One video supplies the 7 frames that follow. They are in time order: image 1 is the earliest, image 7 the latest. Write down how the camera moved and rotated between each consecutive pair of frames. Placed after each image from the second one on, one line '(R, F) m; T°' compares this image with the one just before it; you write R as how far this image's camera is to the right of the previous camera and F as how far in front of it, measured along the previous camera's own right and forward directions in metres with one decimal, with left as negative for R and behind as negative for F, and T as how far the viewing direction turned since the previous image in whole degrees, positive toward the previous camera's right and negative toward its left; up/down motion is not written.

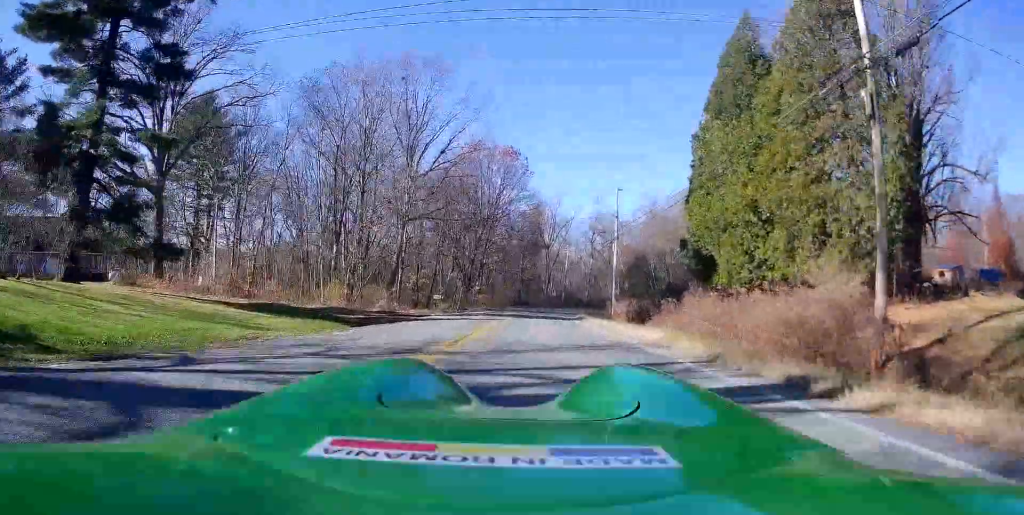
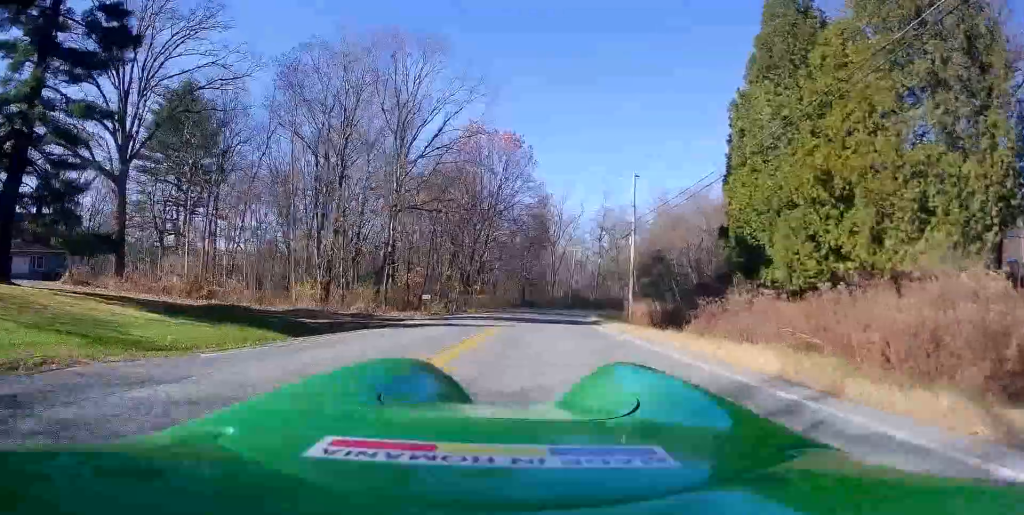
(0.0, +5.8) m; 0°
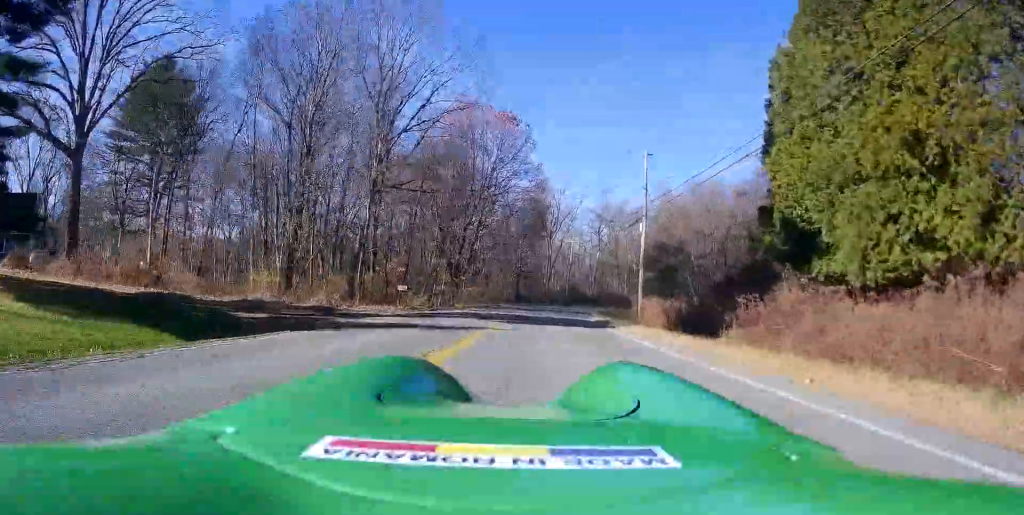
(0.0, +5.1) m; 0°
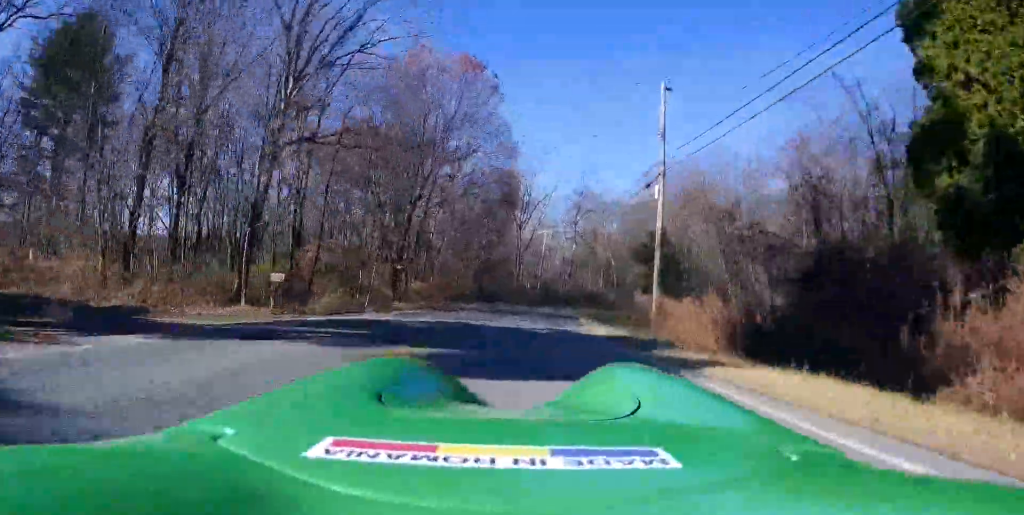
(0.0, +9.5) m; 0°
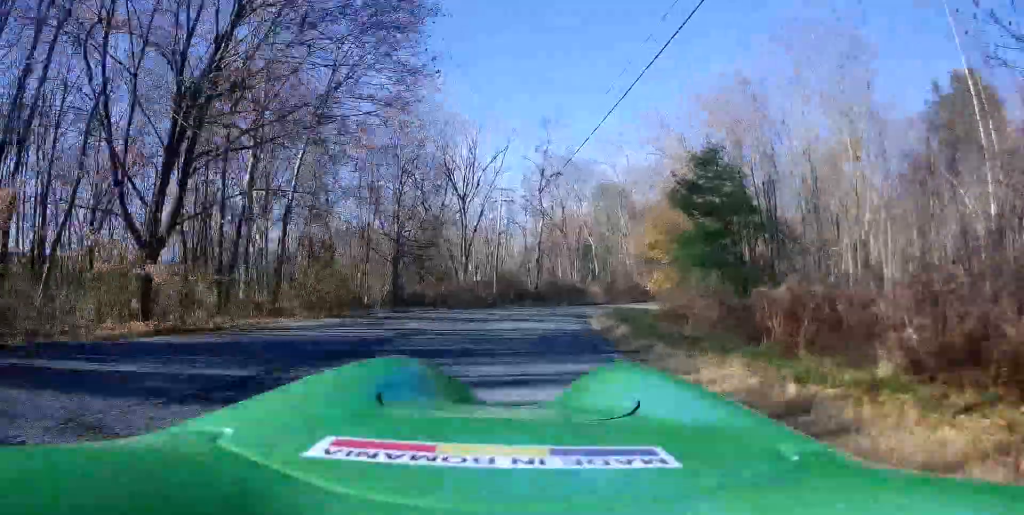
(0.0, +29.2) m; 0°
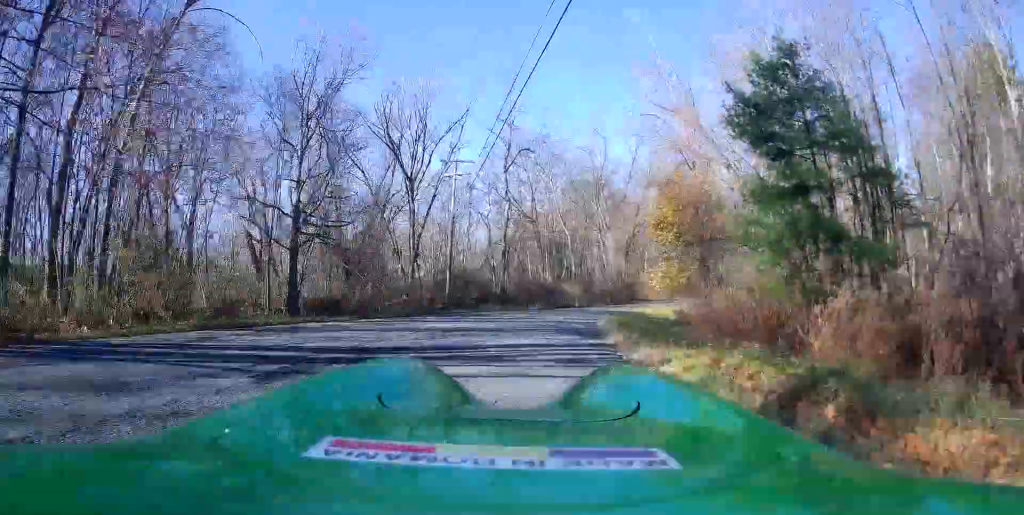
(0.0, +13.5) m; 0°
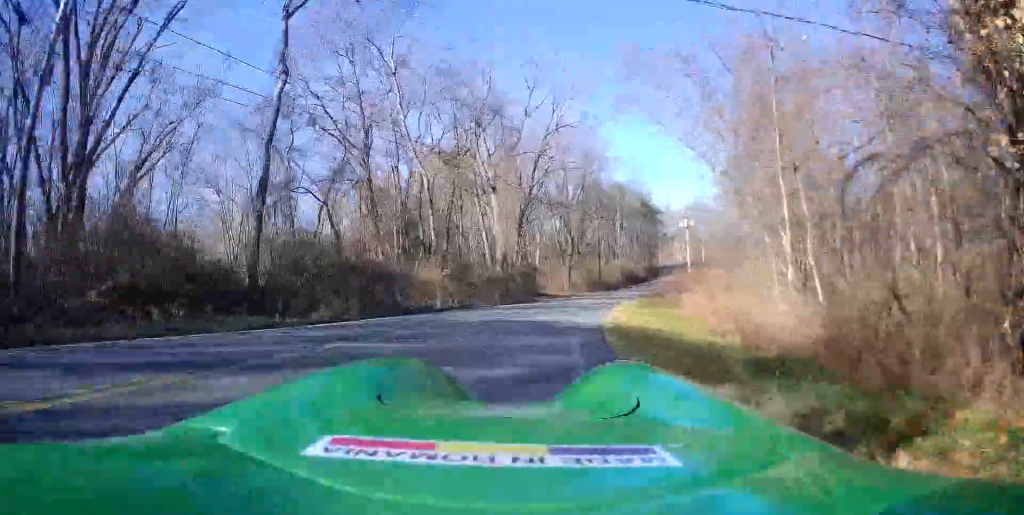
(0.0, +28.4) m; 0°
